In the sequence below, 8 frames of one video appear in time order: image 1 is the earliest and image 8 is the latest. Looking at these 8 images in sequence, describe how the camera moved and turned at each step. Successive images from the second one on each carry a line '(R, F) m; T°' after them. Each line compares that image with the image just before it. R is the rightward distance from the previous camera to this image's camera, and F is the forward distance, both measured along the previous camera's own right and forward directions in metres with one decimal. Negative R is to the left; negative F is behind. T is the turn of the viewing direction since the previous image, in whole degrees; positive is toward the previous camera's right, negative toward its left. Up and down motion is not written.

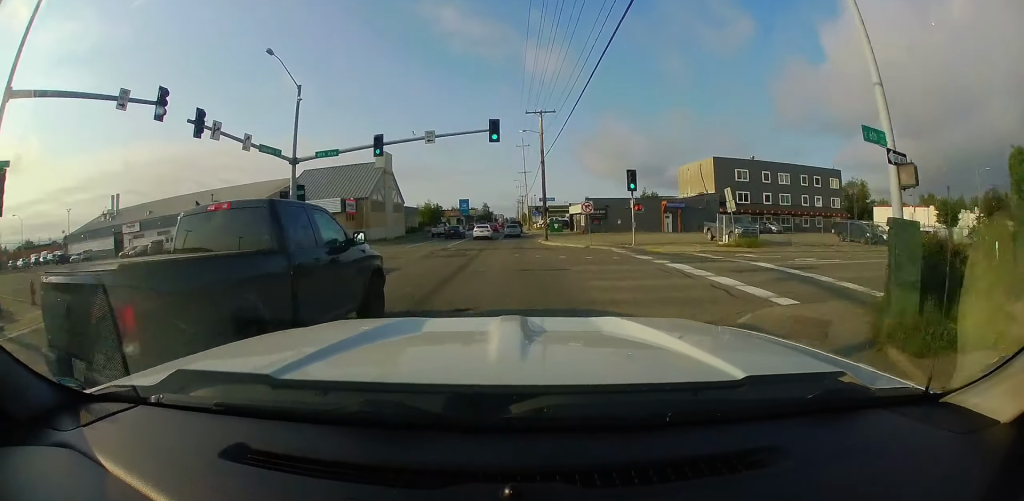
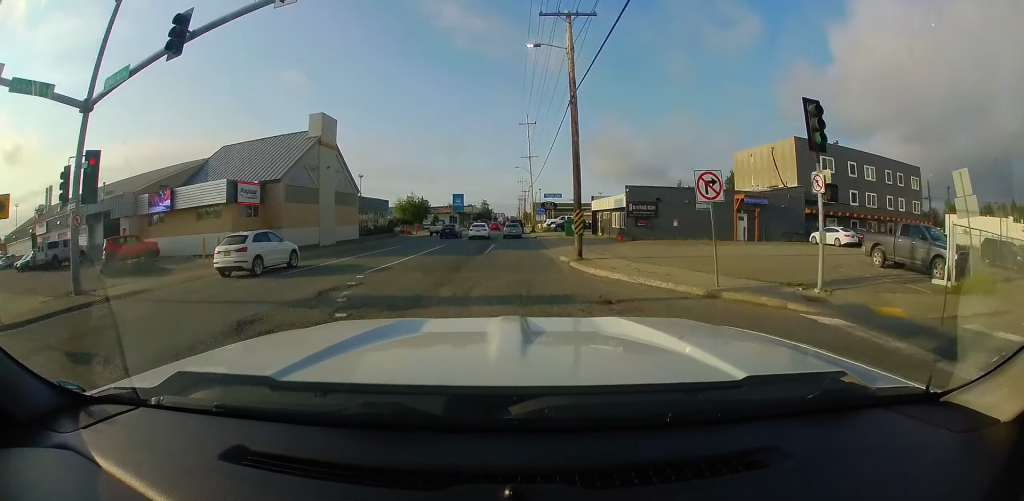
(0.0, +16.3) m; +1°
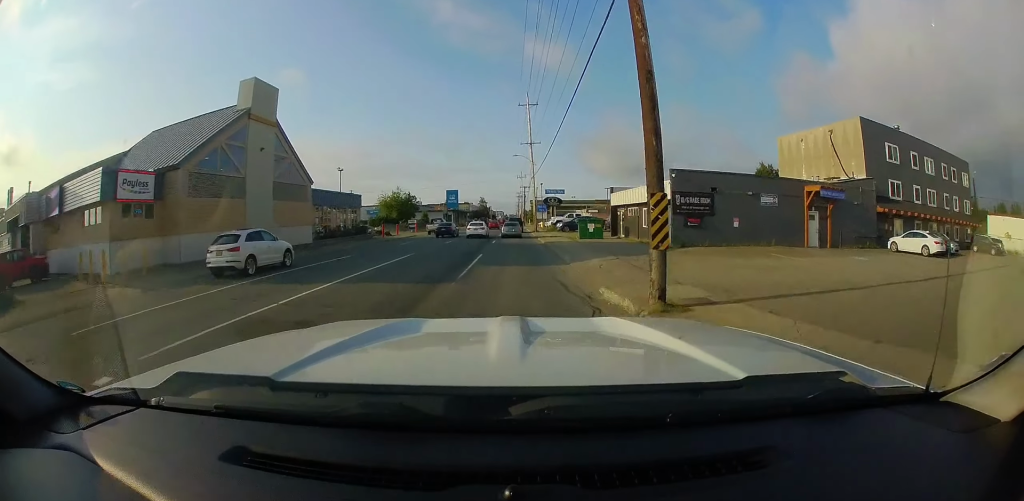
(+0.1, +9.1) m; 0°
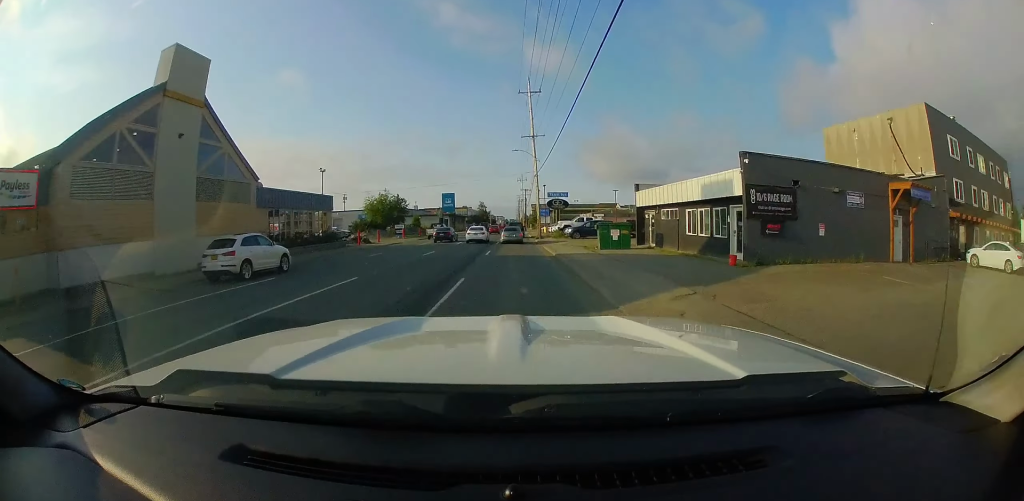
(0.0, +7.1) m; 0°
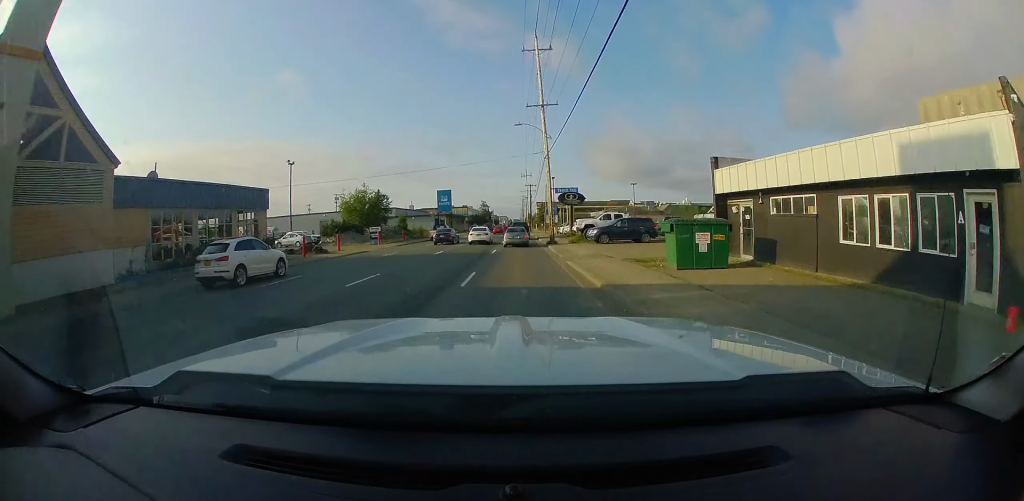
(0.0, +10.7) m; -1°
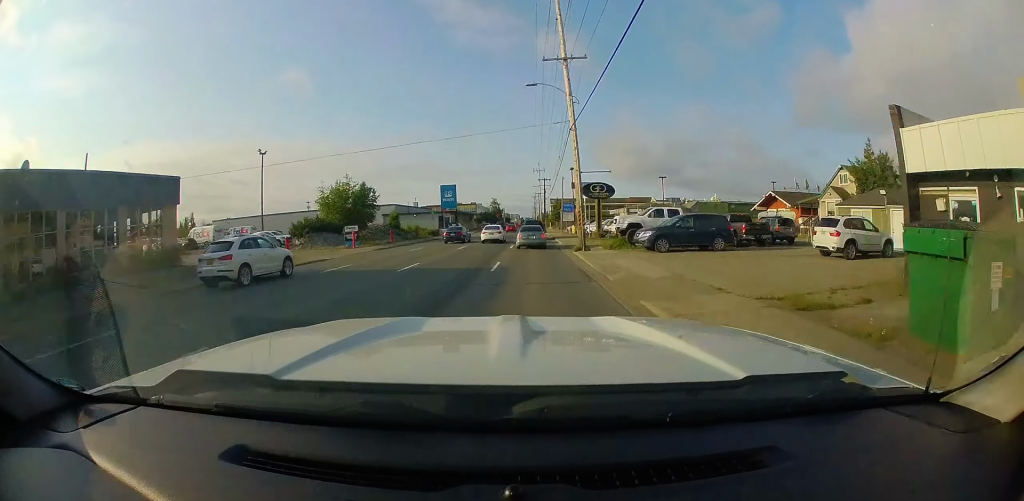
(+0.1, +9.1) m; -1°
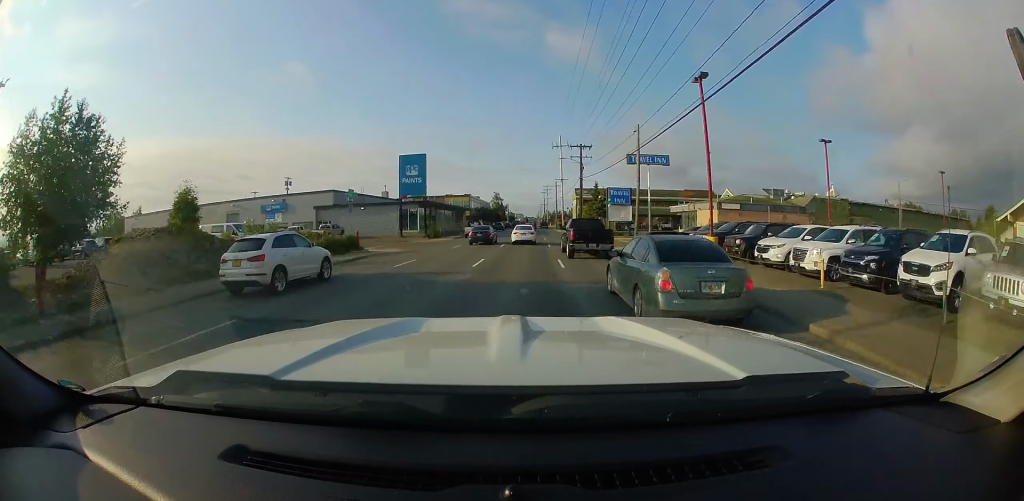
(-1.0, +35.7) m; -2°
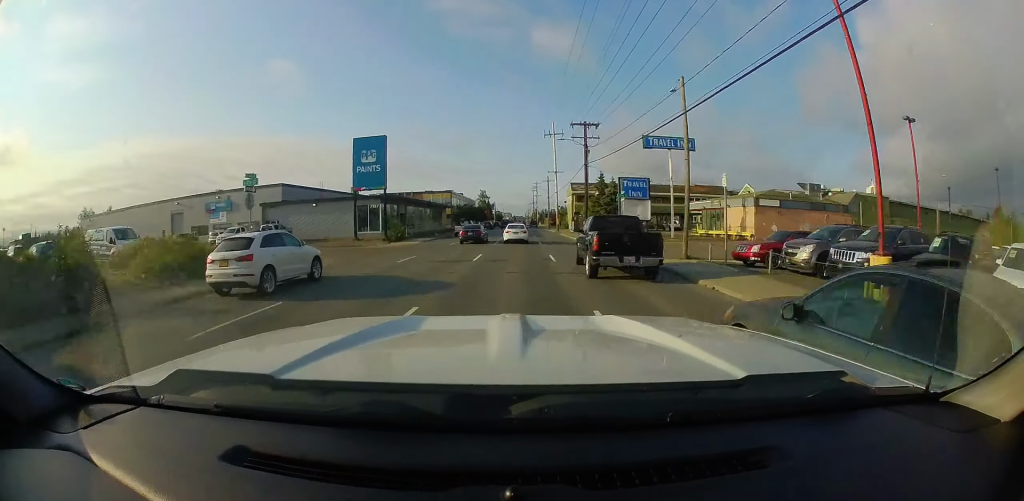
(0.0, +10.6) m; +1°
